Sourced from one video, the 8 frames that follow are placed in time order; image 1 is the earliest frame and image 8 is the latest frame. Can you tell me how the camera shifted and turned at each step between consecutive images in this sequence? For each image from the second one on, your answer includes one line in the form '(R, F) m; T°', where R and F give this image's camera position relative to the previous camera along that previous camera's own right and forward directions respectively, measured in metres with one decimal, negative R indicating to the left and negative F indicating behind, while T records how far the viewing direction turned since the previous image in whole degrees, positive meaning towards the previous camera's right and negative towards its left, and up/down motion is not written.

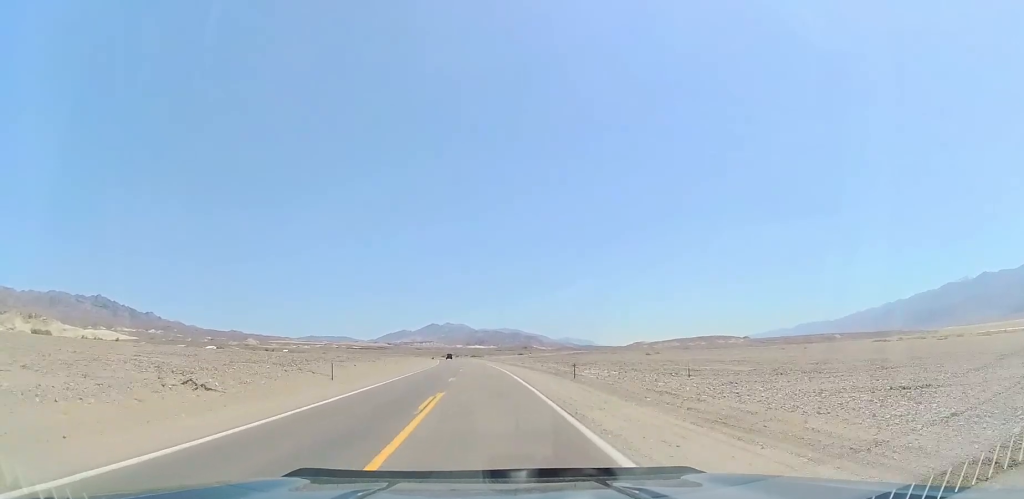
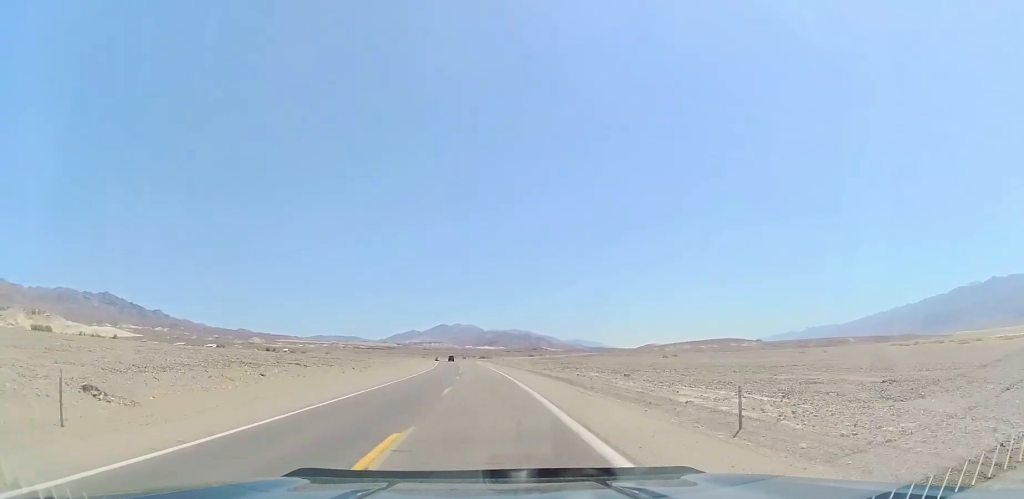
(0.0, +21.9) m; 0°
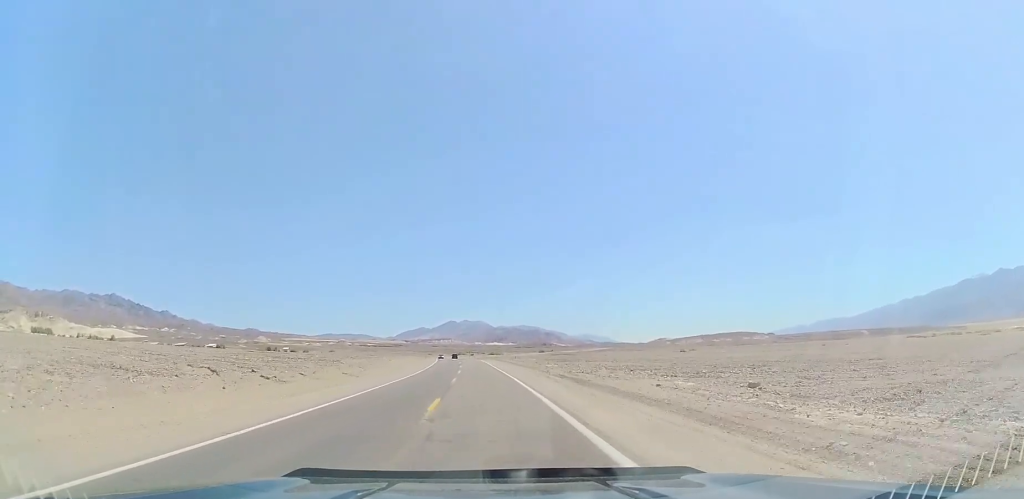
(+0.1, +20.8) m; -1°
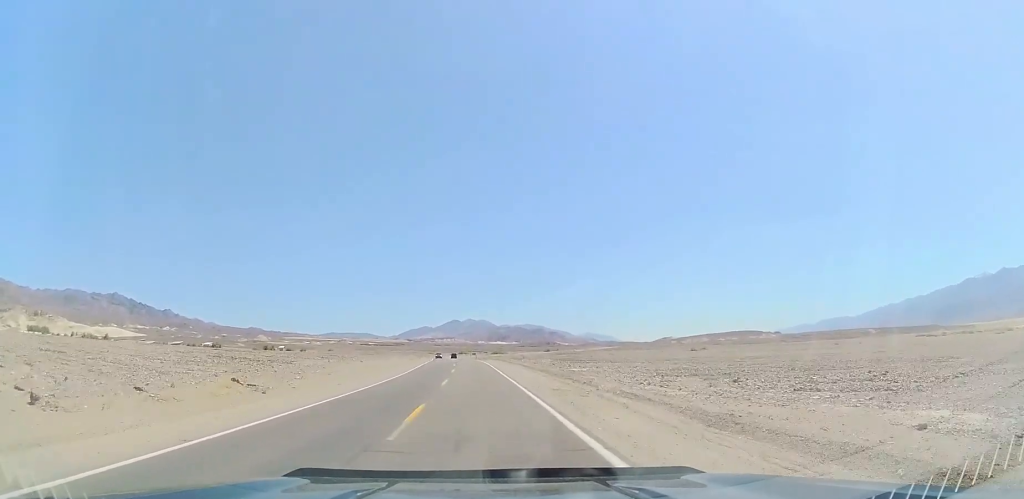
(-0.3, +18.0) m; -1°
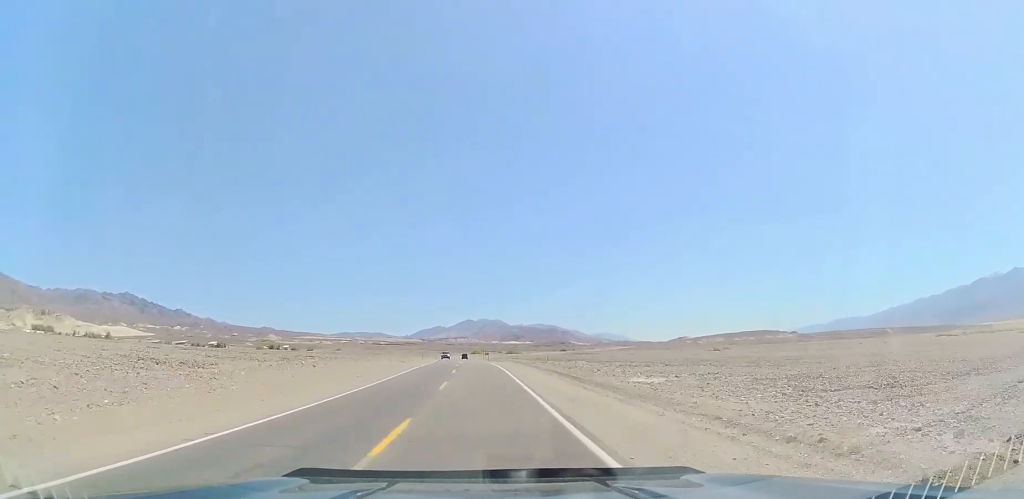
(-0.1, +18.9) m; -1°
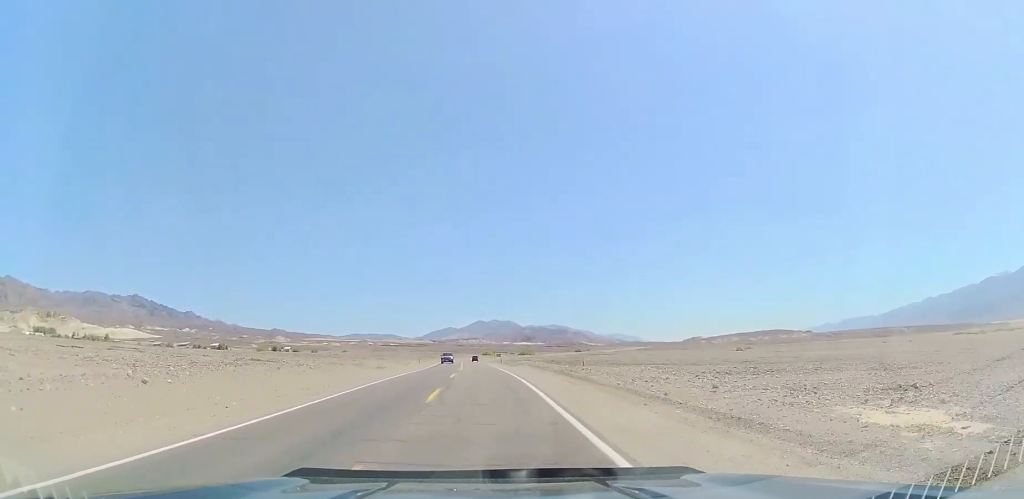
(+0.2, +20.6) m; -1°
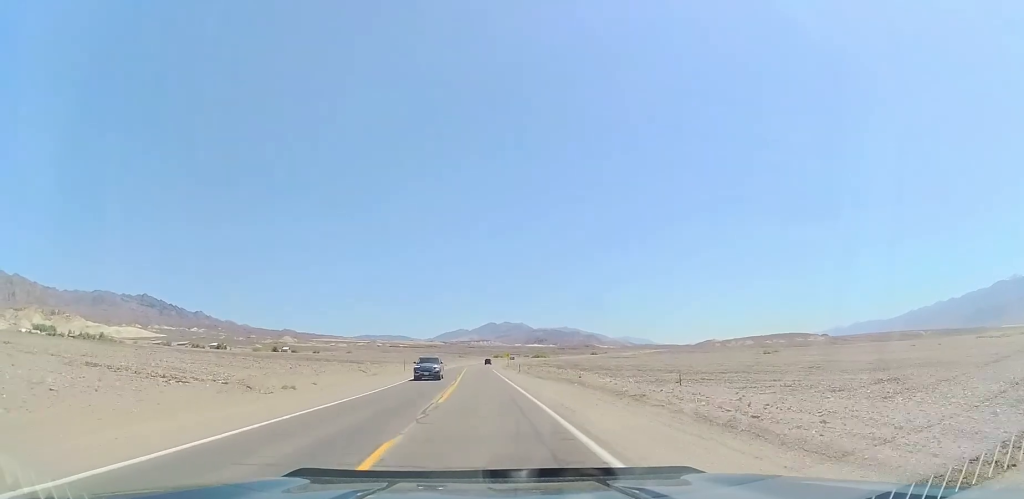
(-0.8, +25.9) m; -2°
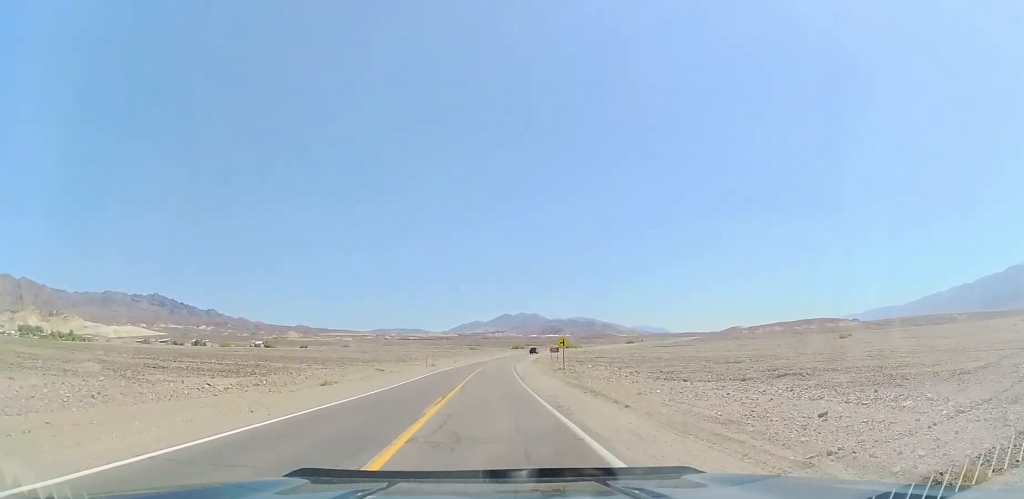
(+0.1, +72.6) m; -1°
